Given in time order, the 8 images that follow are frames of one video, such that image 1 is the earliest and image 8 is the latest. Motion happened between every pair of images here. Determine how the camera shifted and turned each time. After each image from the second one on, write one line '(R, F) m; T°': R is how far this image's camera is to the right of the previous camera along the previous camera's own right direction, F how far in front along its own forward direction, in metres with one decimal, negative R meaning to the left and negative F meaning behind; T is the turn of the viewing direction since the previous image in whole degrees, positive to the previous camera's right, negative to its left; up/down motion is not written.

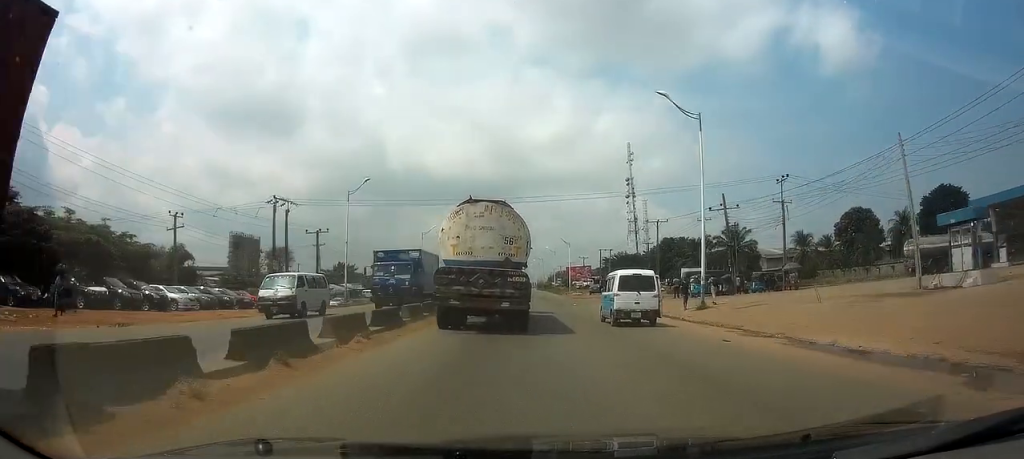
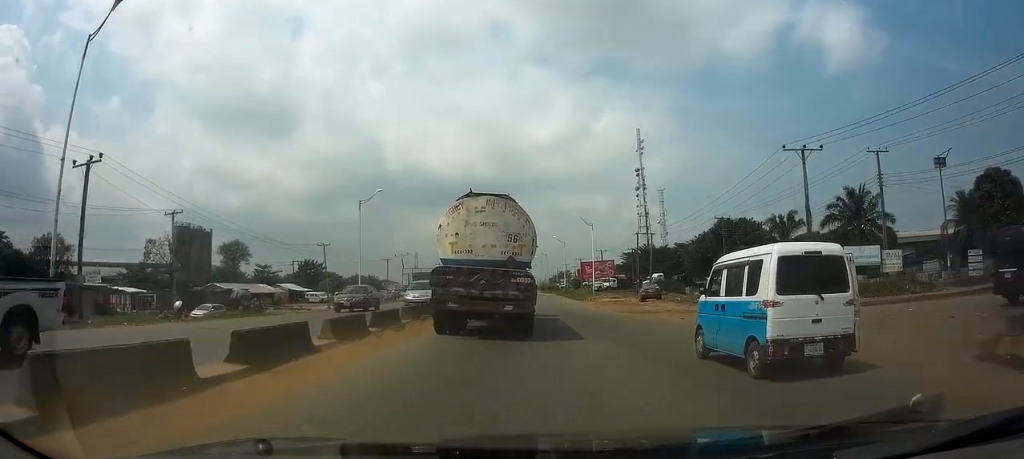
(+0.1, +37.2) m; +1°
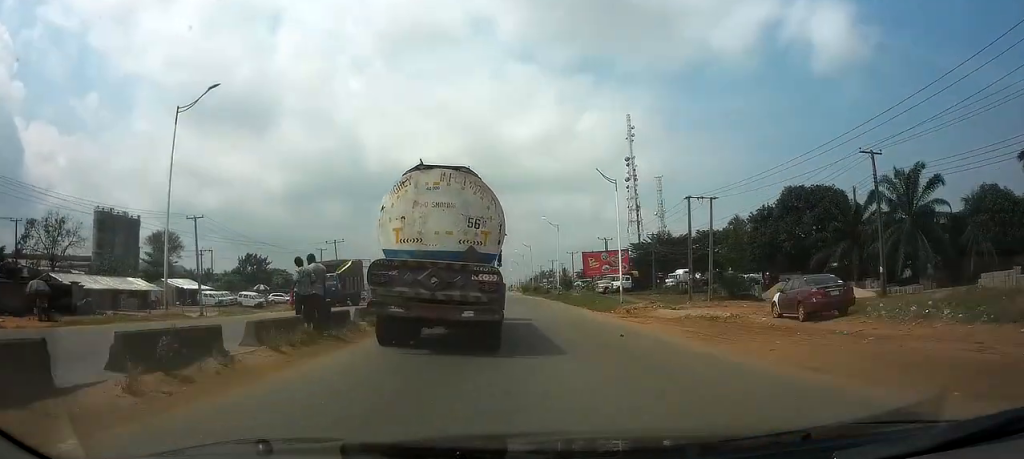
(+0.2, +30.6) m; +1°
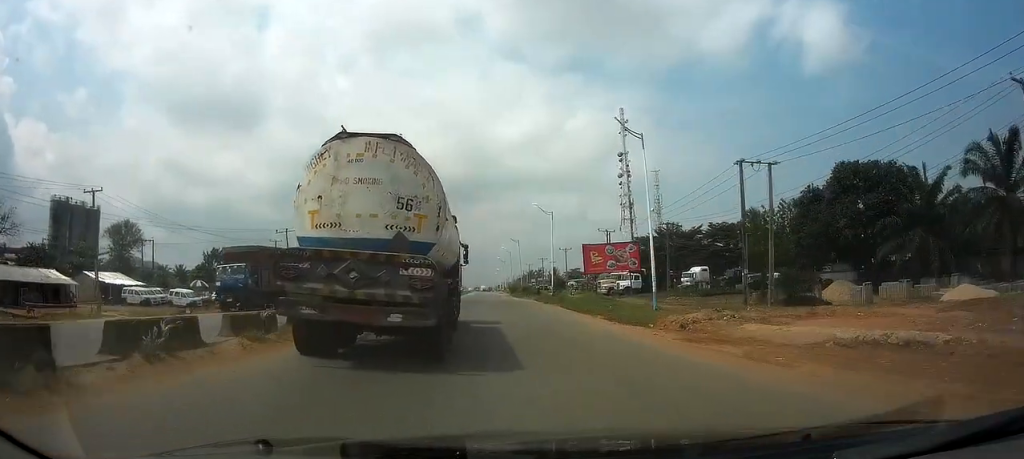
(+0.2, +14.1) m; +1°
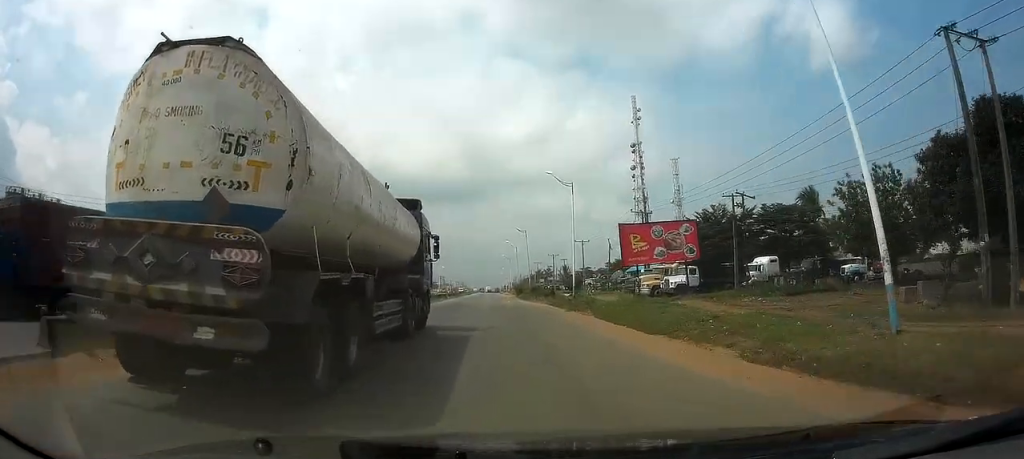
(+0.1, +19.2) m; 0°
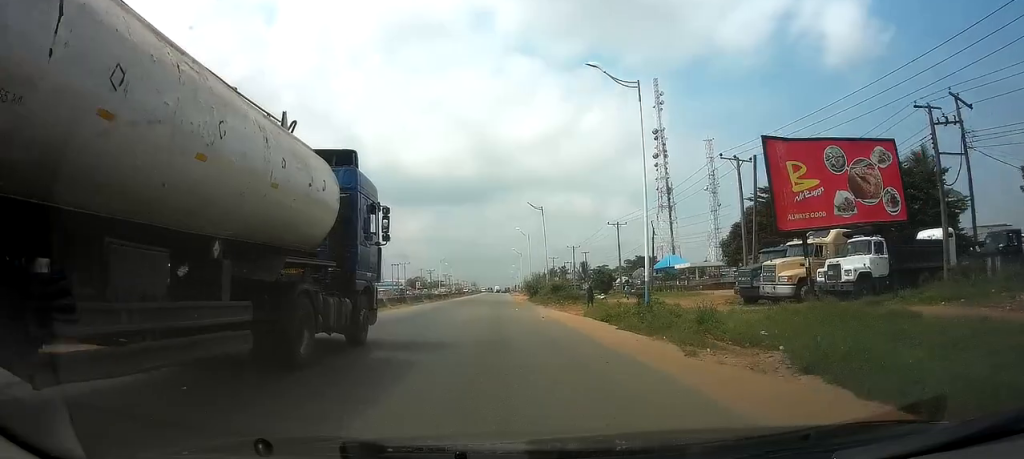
(-0.2, +24.6) m; -1°
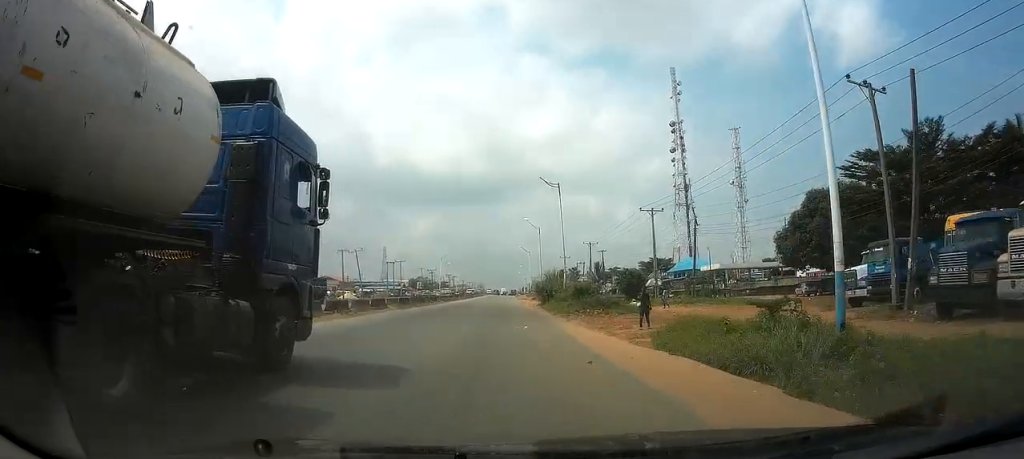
(-0.1, +14.6) m; -1°
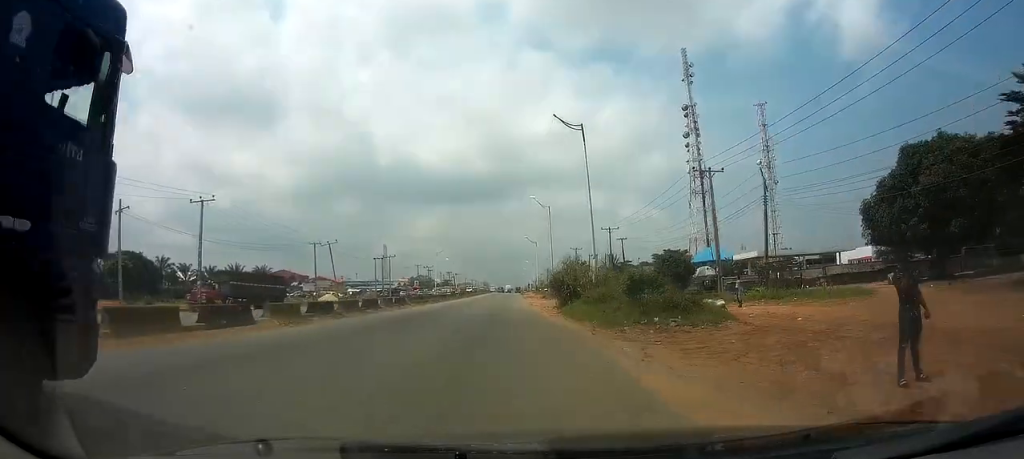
(0.0, +16.0) m; -1°
